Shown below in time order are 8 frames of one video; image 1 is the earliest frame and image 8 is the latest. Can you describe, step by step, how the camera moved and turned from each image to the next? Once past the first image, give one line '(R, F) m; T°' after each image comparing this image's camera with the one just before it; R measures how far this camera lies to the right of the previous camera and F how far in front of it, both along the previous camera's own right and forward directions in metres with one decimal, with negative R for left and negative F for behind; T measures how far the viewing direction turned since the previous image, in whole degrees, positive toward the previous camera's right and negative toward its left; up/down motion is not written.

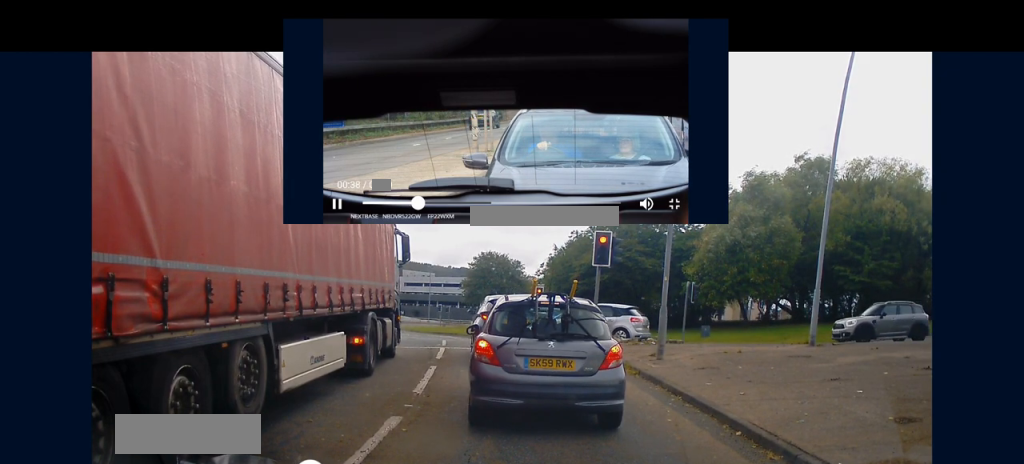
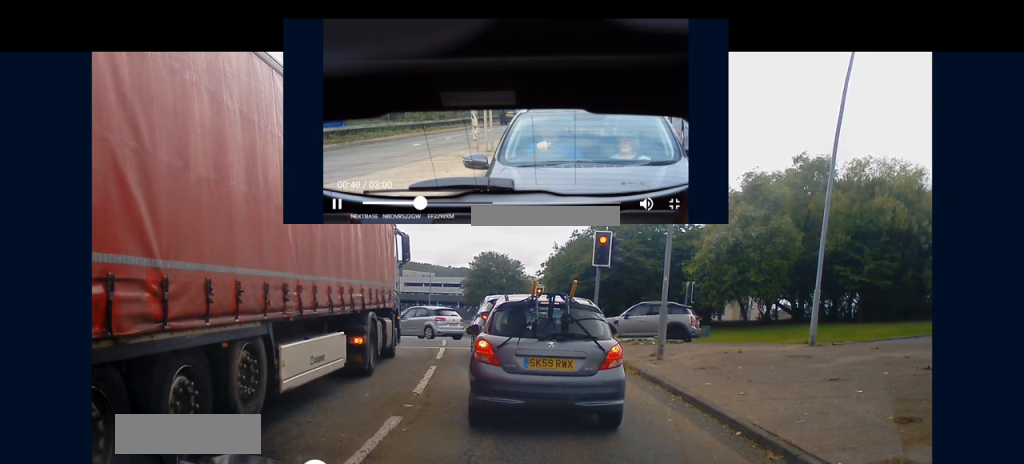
(0.0, 0.0) m; 0°
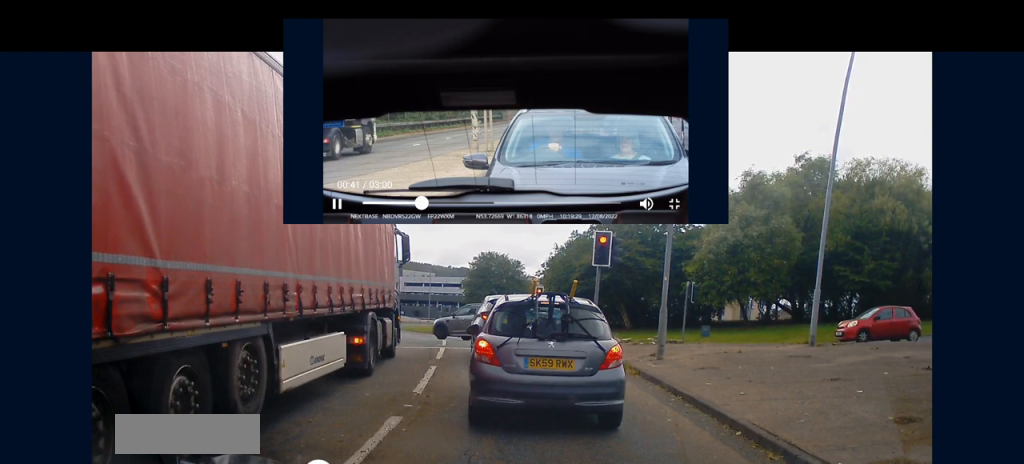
(0.0, 0.0) m; 0°
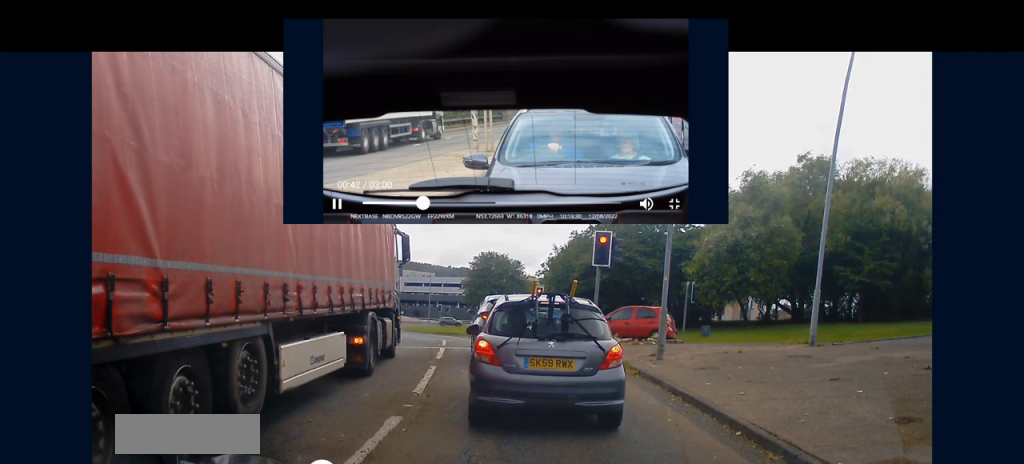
(0.0, 0.0) m; 0°
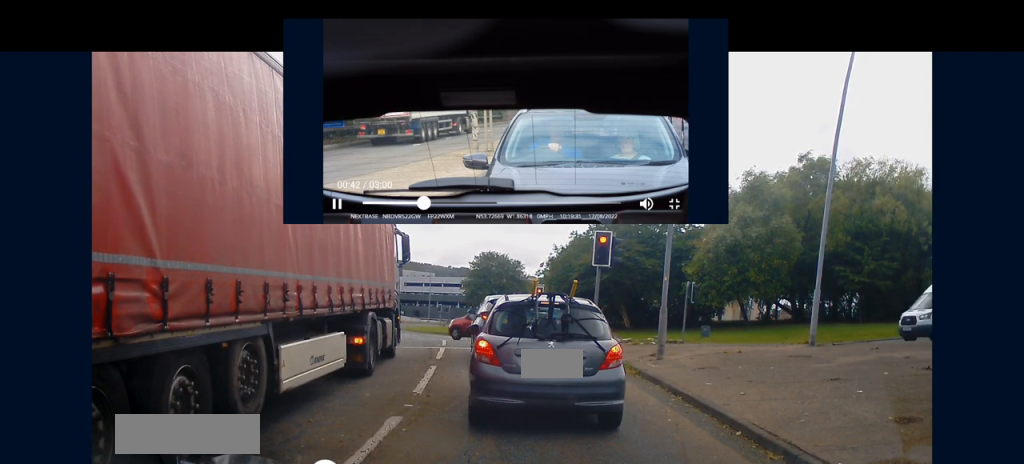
(0.0, 0.0) m; 0°
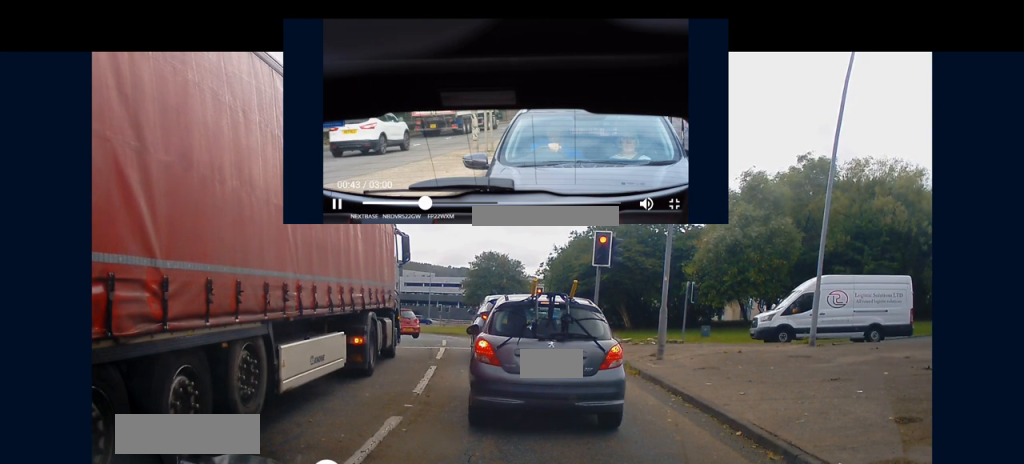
(0.0, 0.0) m; 0°
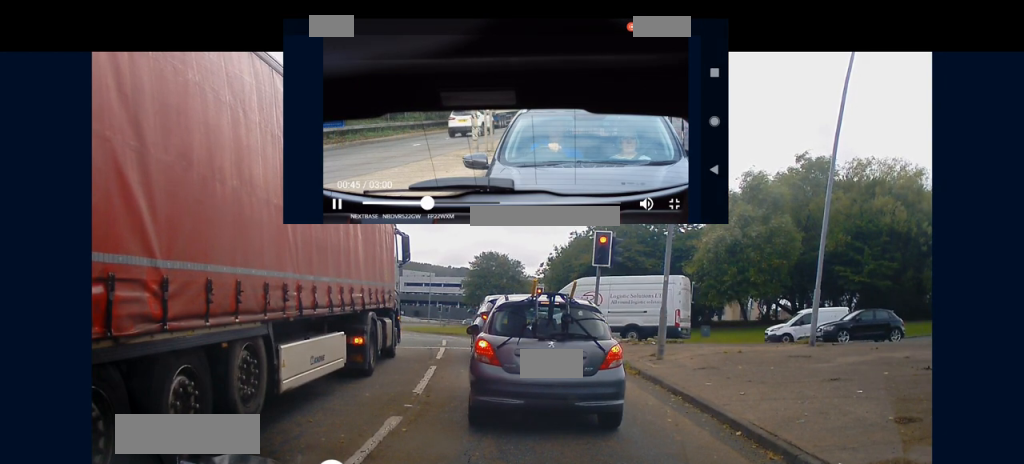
(0.0, 0.0) m; 0°
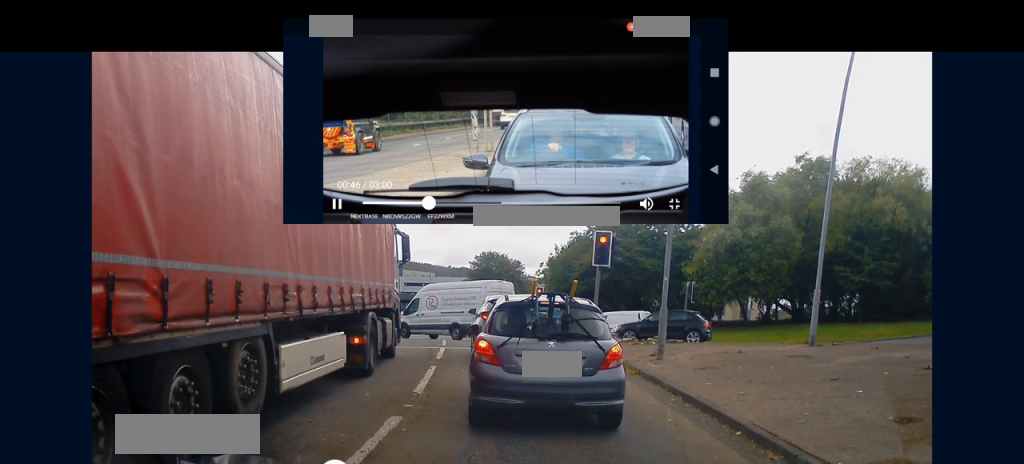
(0.0, 0.0) m; 0°
